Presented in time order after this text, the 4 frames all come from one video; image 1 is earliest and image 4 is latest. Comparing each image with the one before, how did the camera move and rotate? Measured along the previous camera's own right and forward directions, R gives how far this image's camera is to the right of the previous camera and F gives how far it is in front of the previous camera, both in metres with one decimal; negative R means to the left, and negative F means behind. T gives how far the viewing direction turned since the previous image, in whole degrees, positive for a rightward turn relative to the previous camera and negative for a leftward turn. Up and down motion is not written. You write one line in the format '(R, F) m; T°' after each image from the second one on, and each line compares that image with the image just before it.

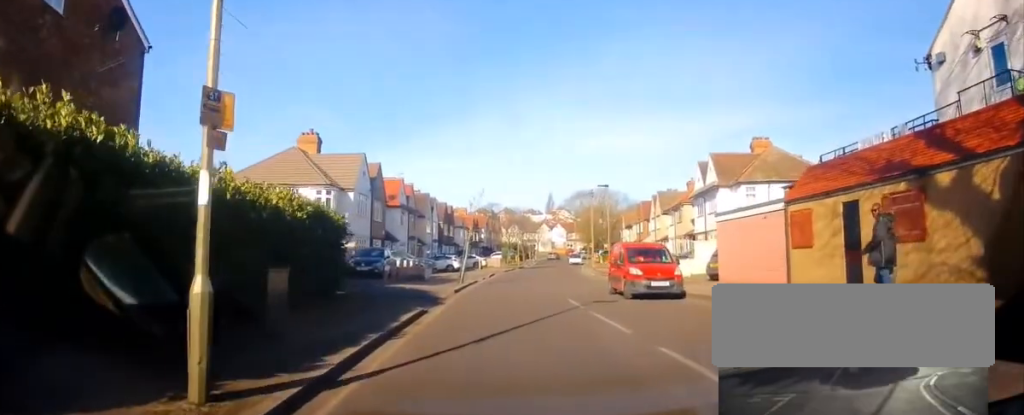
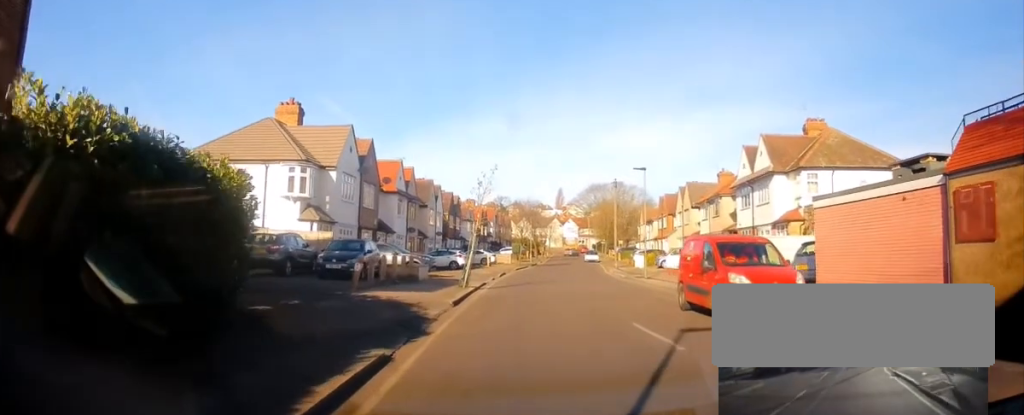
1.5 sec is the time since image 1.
(0.0, +6.3) m; +2°
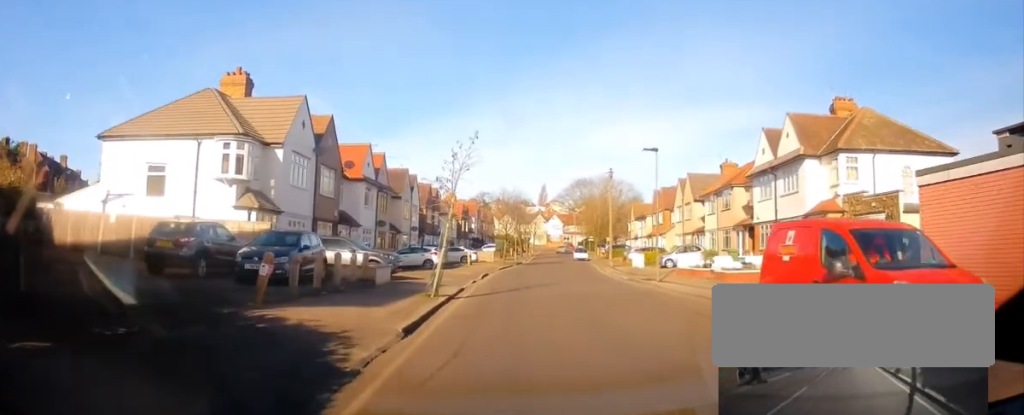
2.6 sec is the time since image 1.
(0.0, +5.6) m; -1°
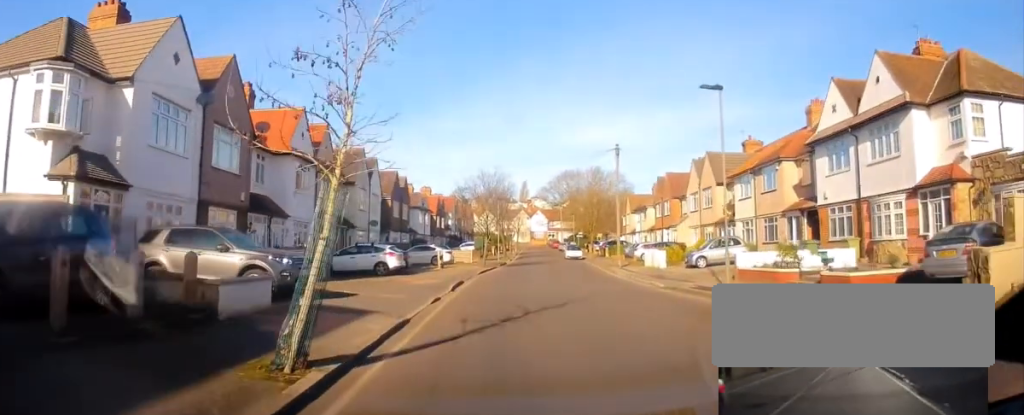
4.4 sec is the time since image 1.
(+0.2, +9.8) m; +4°
